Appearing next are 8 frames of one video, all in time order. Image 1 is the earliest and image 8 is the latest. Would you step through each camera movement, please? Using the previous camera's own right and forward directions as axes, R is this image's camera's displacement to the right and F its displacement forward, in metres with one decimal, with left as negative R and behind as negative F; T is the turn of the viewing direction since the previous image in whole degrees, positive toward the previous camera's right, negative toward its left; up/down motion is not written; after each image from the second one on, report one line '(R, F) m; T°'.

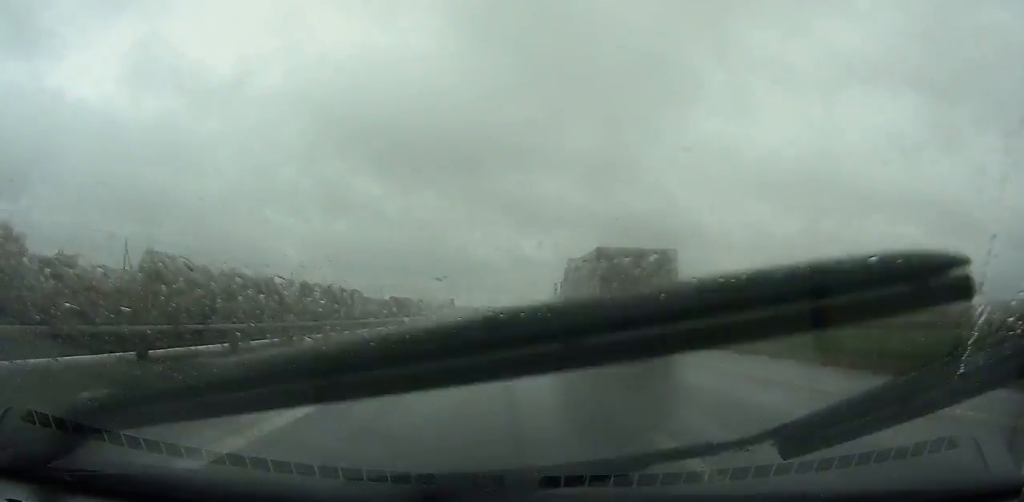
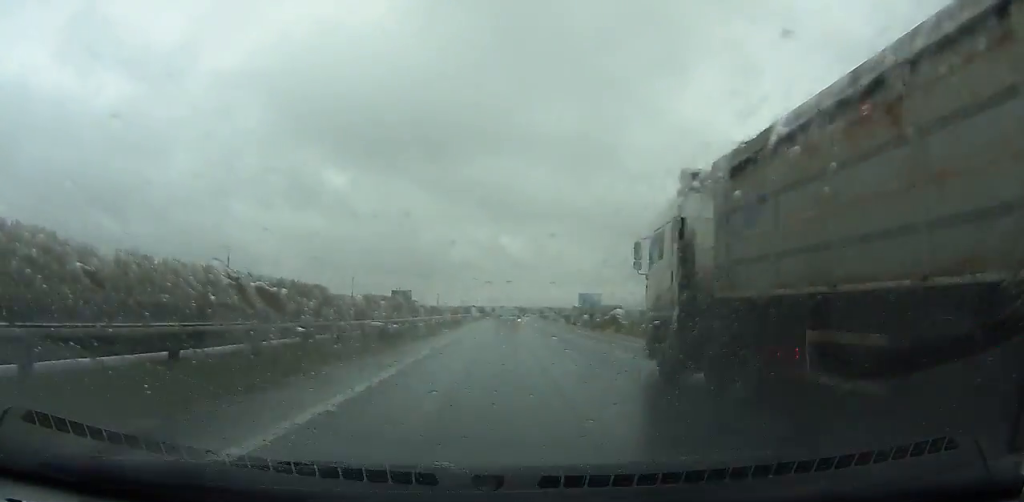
(+1.6, +83.6) m; +2°
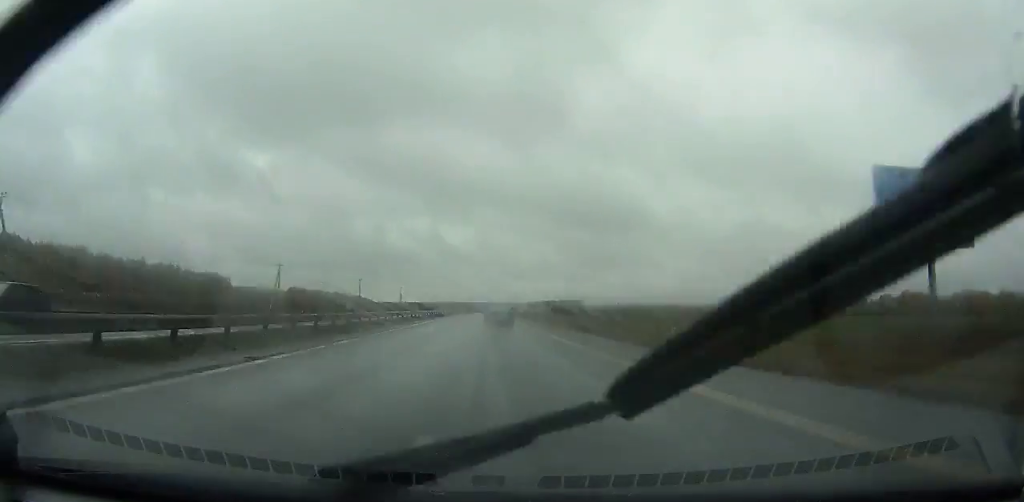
(+4.8, +137.9) m; +3°
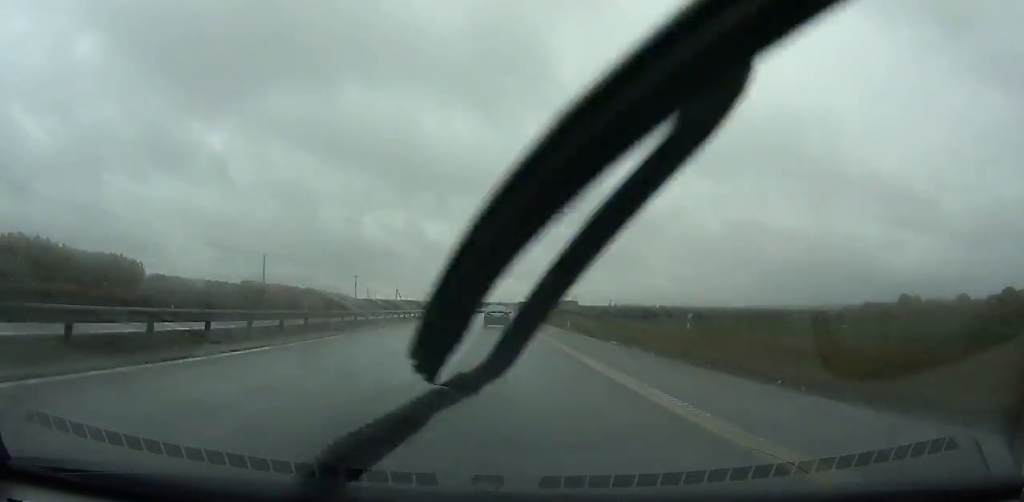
(+1.4, +127.1) m; +2°
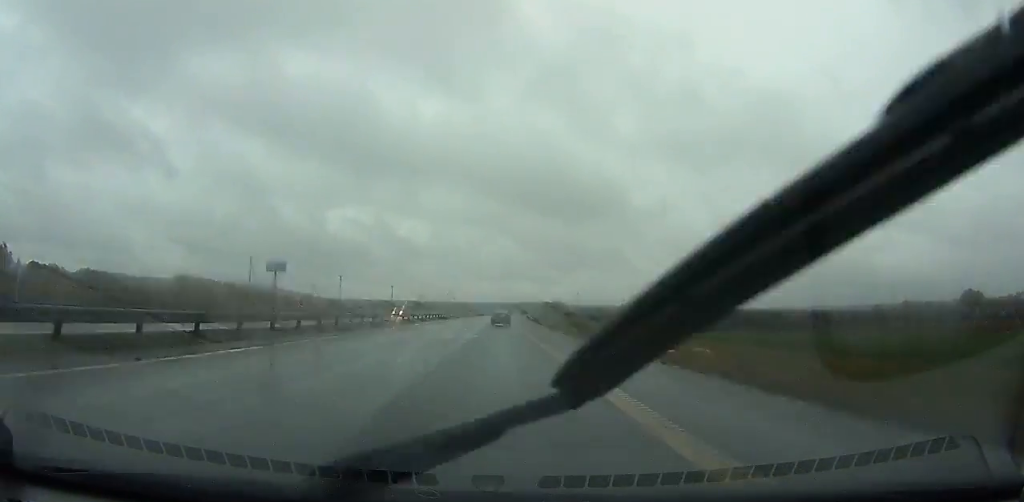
(+2.8, +118.9) m; +2°
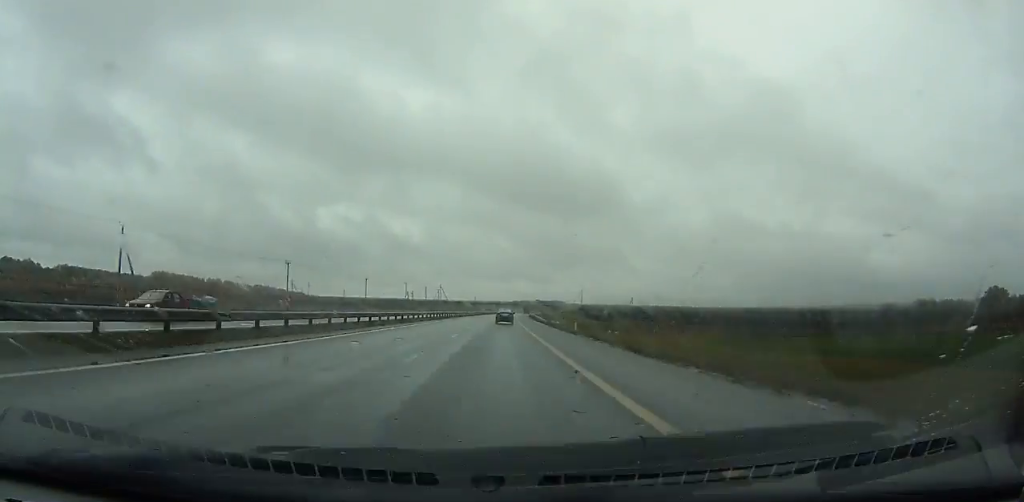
(0.0, +36.3) m; +1°
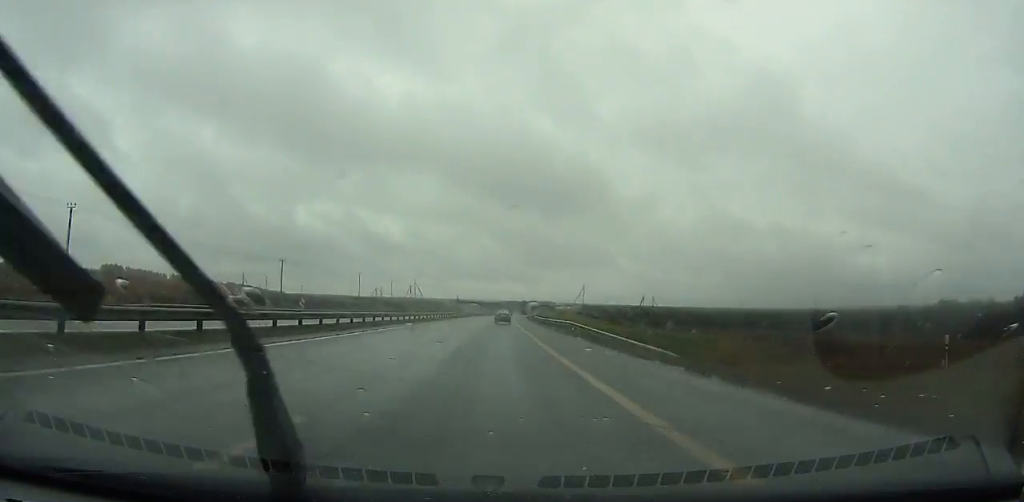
(+0.6, +58.2) m; +1°
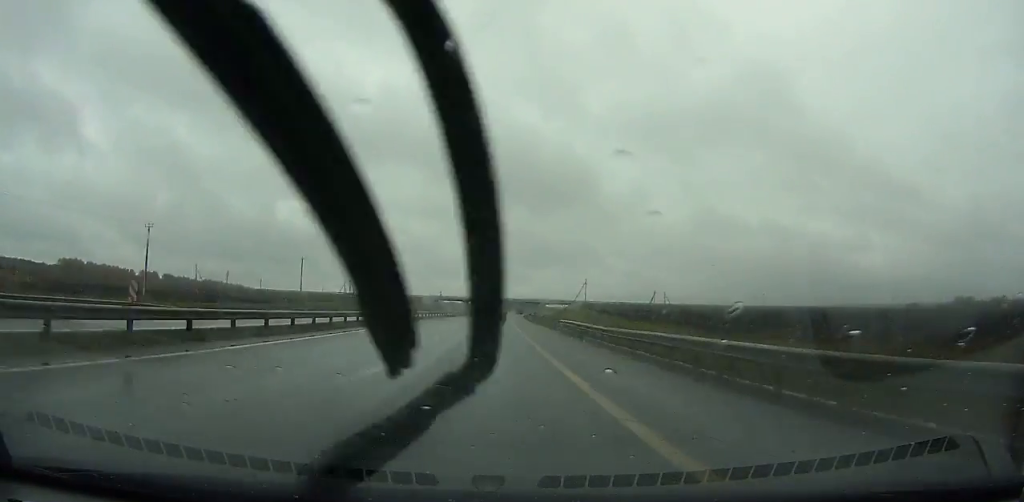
(+0.2, +41.7) m; +1°
